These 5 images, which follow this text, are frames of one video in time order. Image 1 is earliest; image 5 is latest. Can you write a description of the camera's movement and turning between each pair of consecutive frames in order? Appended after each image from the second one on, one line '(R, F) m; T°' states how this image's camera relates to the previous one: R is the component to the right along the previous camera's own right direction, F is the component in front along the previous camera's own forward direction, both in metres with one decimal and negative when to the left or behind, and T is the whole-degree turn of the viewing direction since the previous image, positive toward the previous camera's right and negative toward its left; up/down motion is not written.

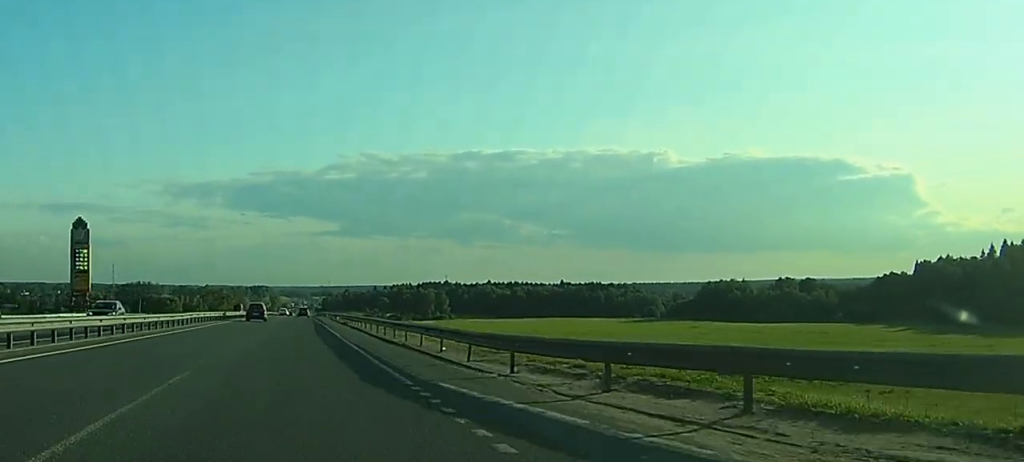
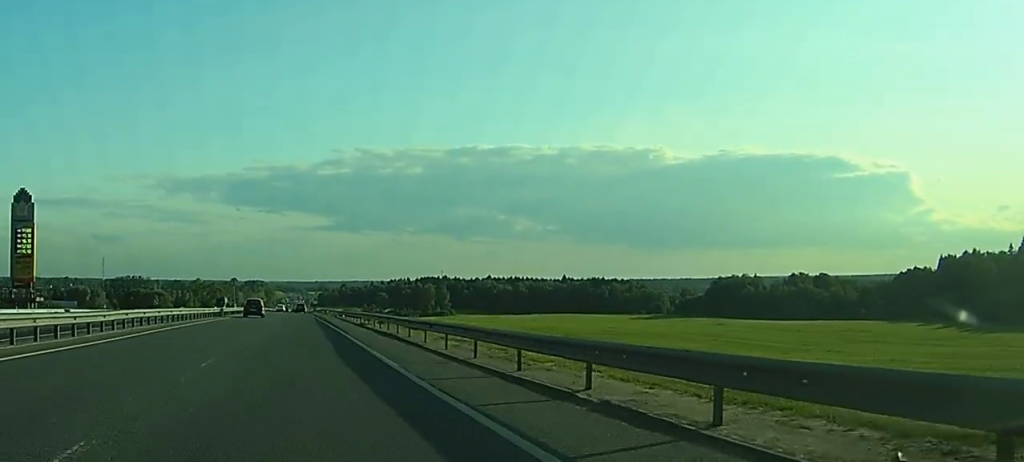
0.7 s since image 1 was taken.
(0.0, +20.2) m; +1°
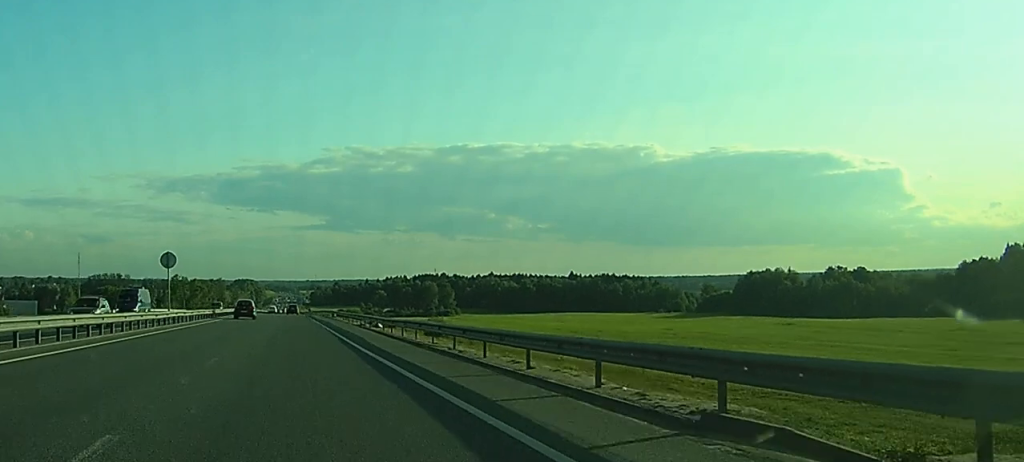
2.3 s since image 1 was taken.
(+0.7, +47.1) m; +2°
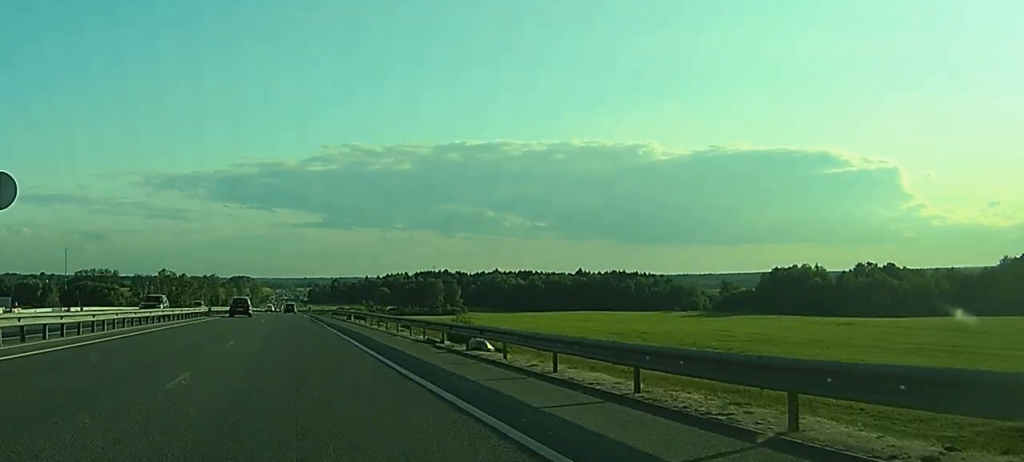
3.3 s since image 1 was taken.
(0.0, +28.7) m; +1°
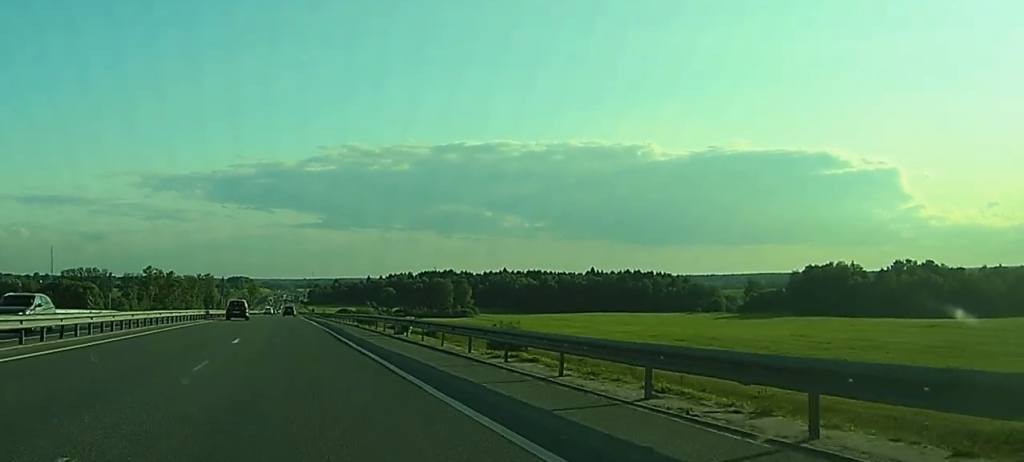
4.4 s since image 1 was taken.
(+0.5, +31.6) m; +1°
